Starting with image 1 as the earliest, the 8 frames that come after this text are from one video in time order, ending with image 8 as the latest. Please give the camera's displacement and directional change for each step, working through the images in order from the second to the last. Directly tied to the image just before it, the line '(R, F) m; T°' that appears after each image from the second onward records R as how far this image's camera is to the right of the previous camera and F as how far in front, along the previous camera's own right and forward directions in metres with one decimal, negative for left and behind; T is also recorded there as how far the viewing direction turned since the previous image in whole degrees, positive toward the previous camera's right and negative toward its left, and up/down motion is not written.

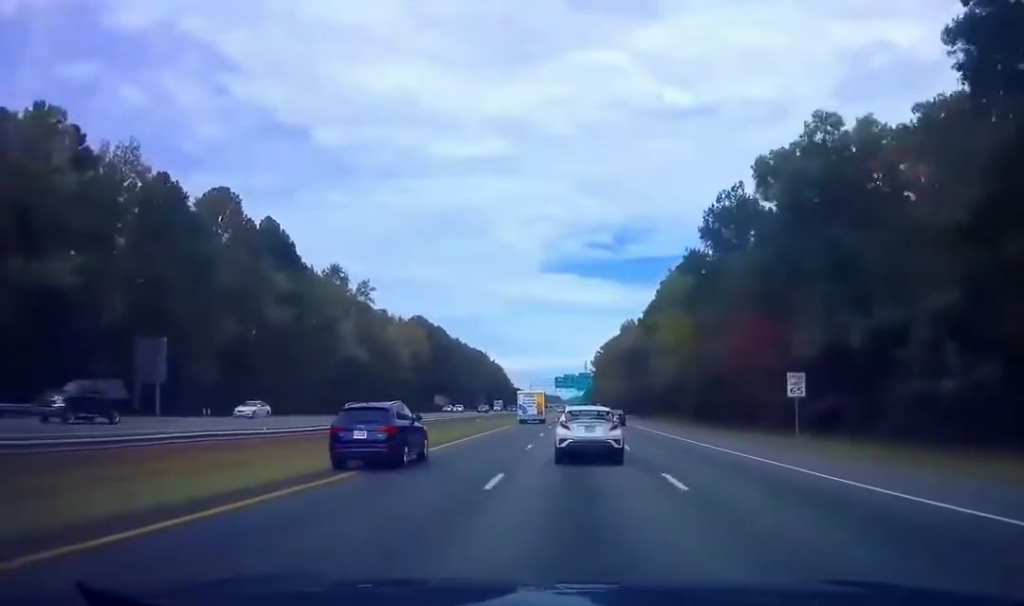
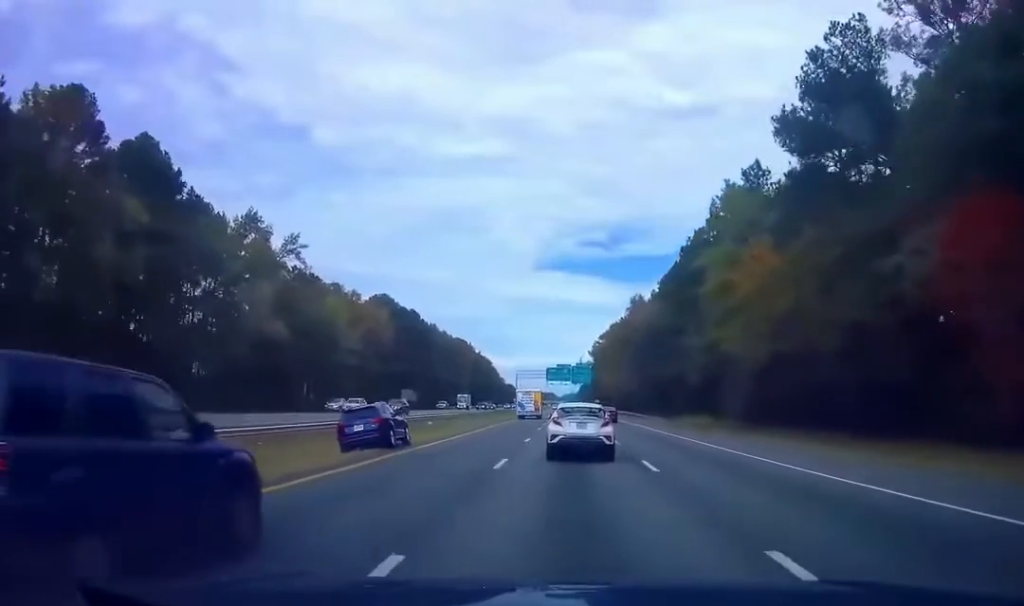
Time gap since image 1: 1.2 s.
(-0.1, +32.6) m; -1°
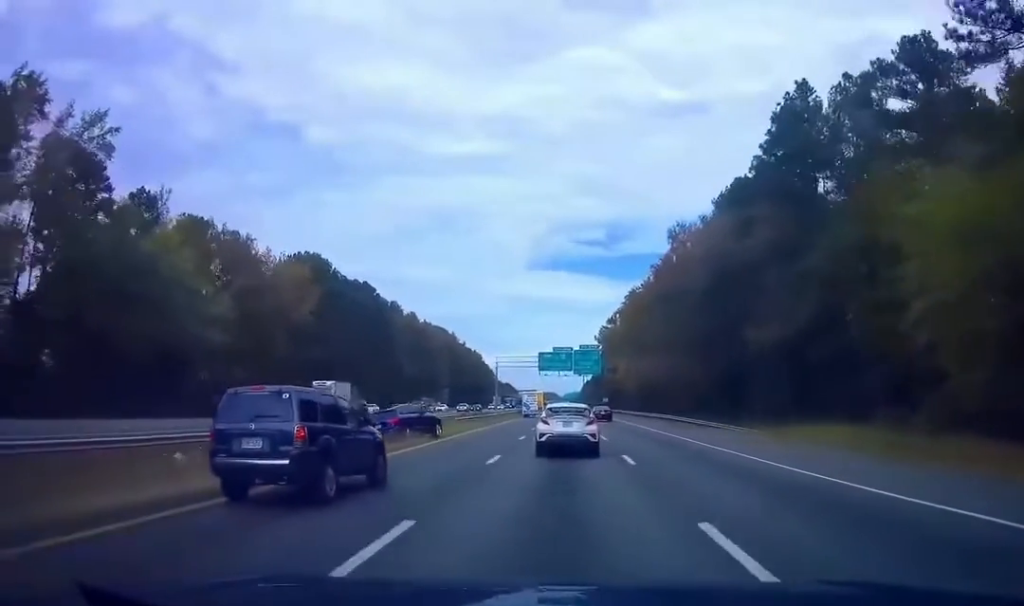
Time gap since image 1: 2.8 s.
(-0.1, +44.0) m; -1°
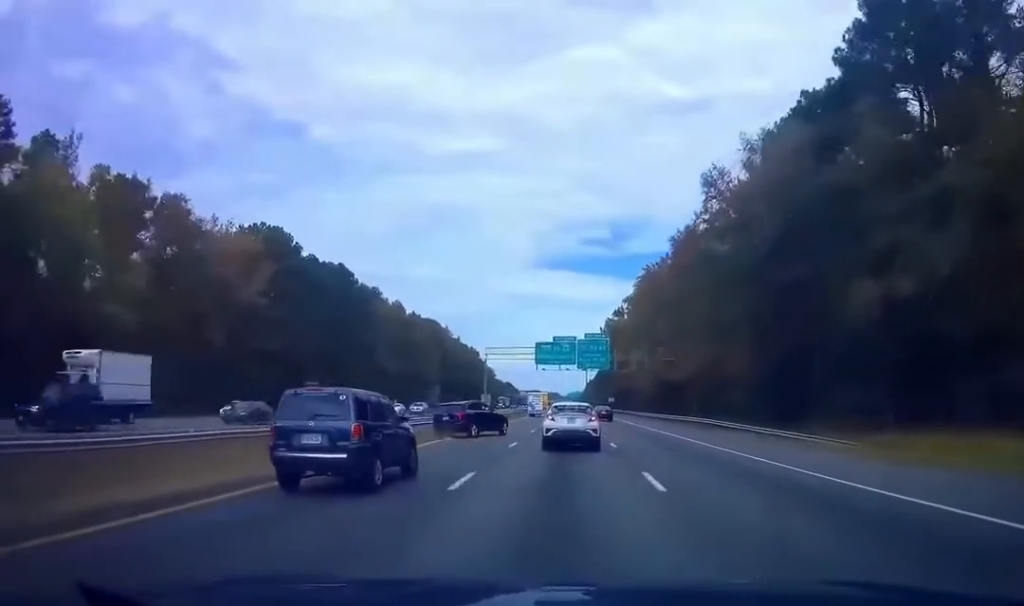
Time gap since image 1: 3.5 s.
(-0.2, +16.5) m; -1°
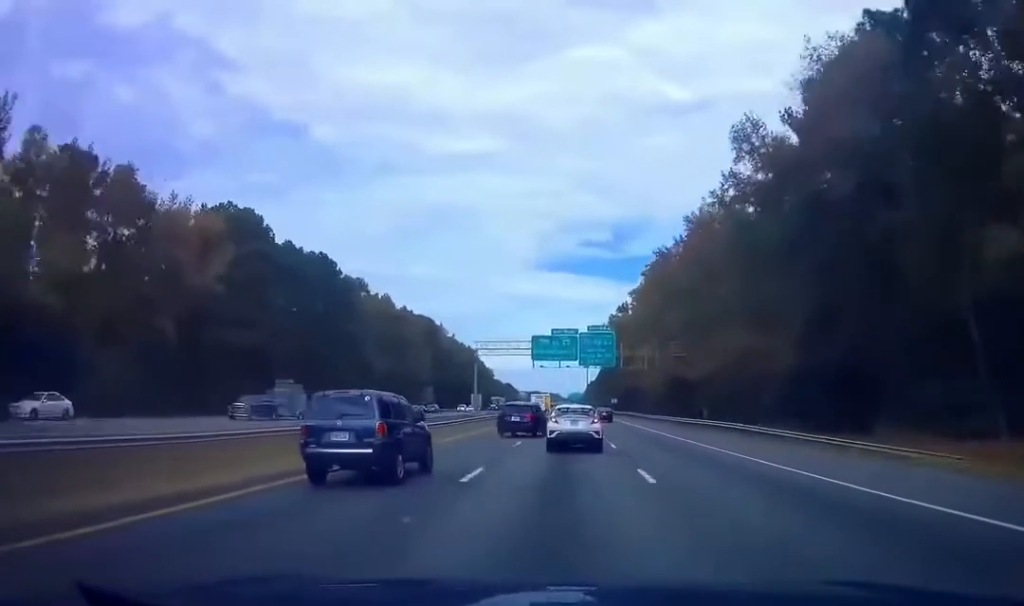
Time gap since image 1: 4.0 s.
(0.0, +9.9) m; 0°
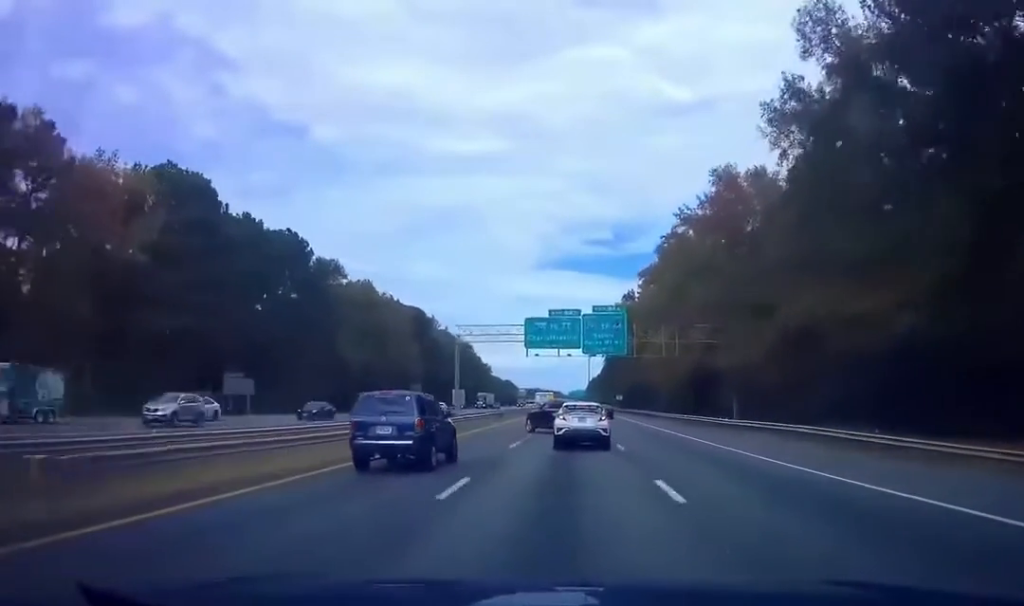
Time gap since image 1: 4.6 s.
(-0.1, +13.4) m; +1°
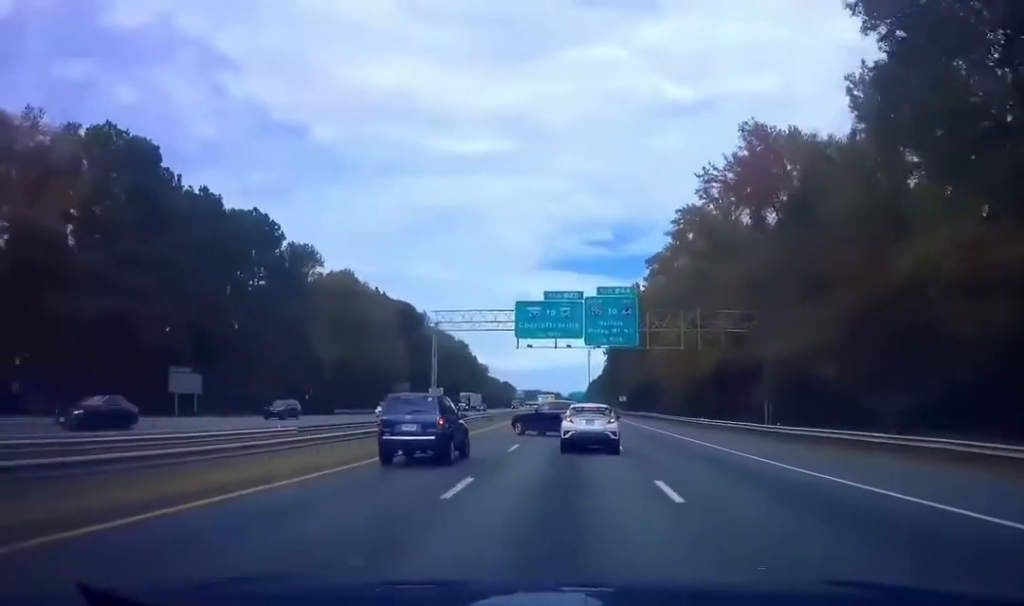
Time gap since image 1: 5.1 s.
(+0.1, +10.5) m; +1°
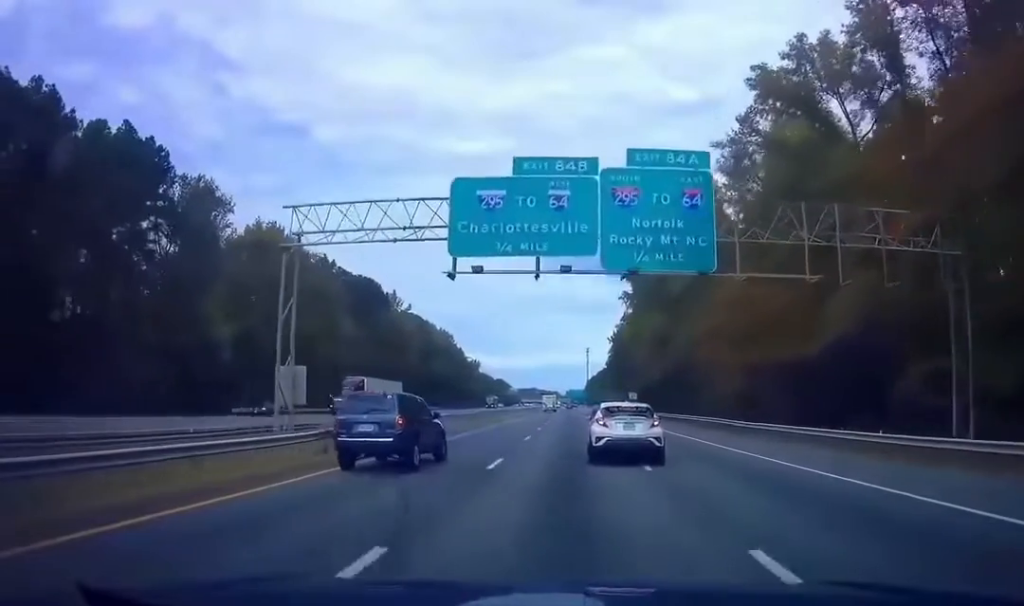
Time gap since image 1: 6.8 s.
(+0.9, +27.5) m; +1°
